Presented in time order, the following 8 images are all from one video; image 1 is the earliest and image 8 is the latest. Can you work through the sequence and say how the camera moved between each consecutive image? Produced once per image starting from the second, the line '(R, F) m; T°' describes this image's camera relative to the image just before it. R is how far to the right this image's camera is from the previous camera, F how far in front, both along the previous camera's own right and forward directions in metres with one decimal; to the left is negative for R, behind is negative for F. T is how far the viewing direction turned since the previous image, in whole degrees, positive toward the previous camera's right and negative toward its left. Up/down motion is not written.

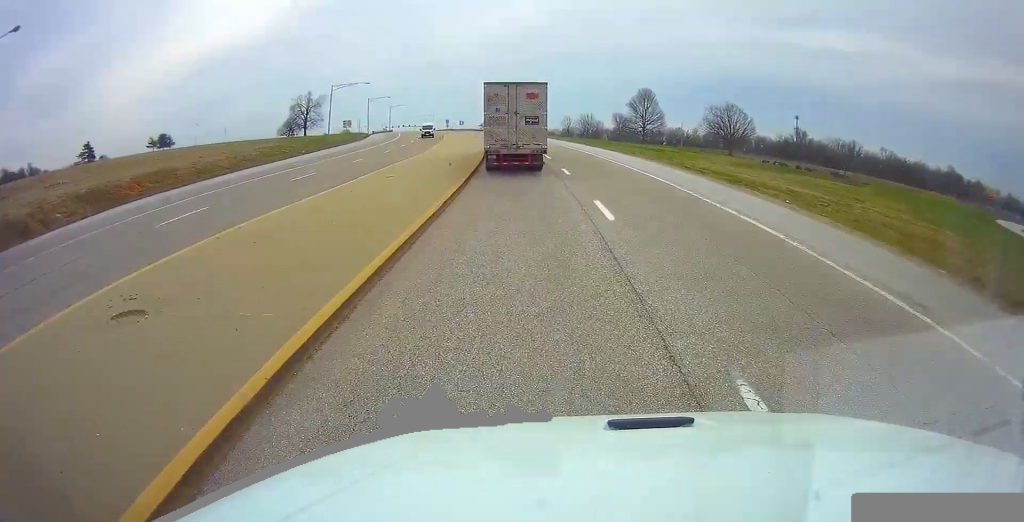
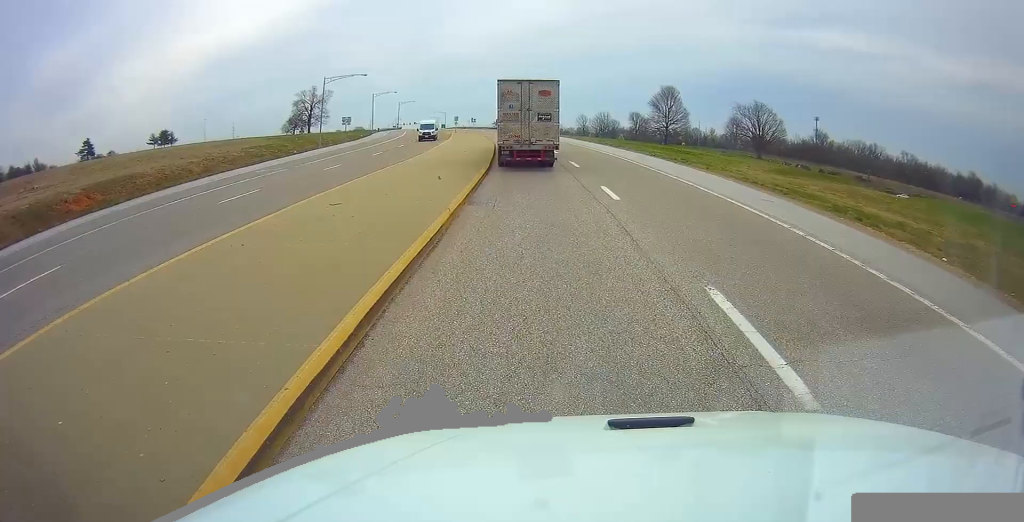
(0.0, +10.2) m; 0°
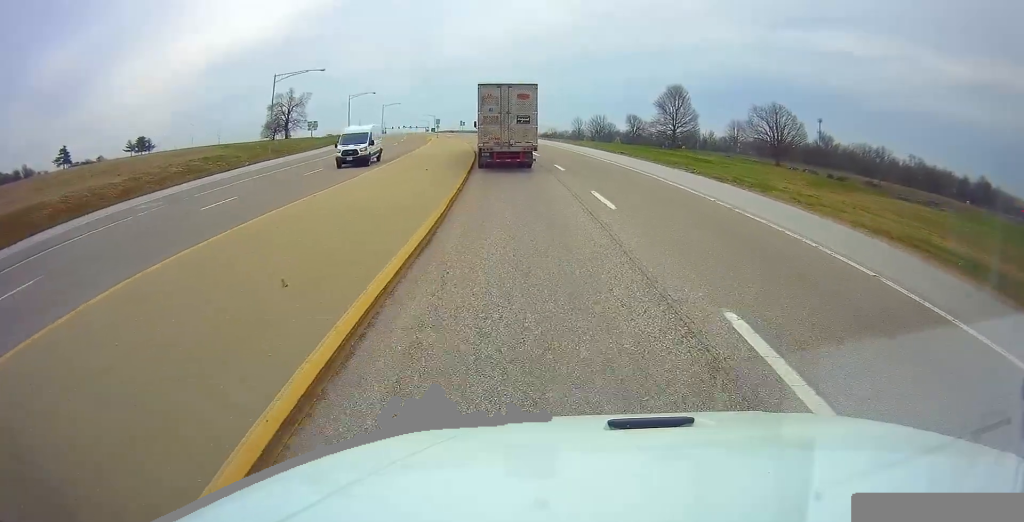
(0.0, +14.6) m; 0°
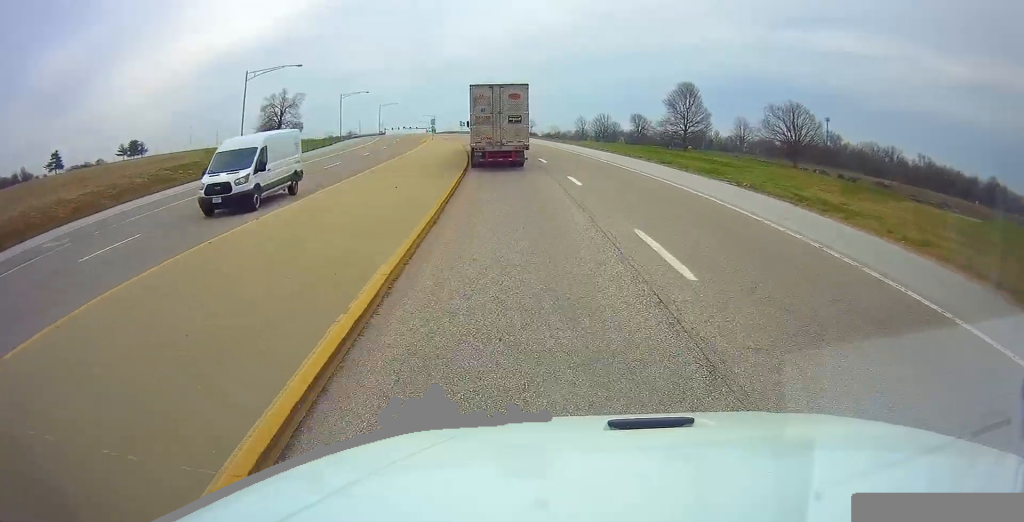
(0.0, +7.6) m; 0°
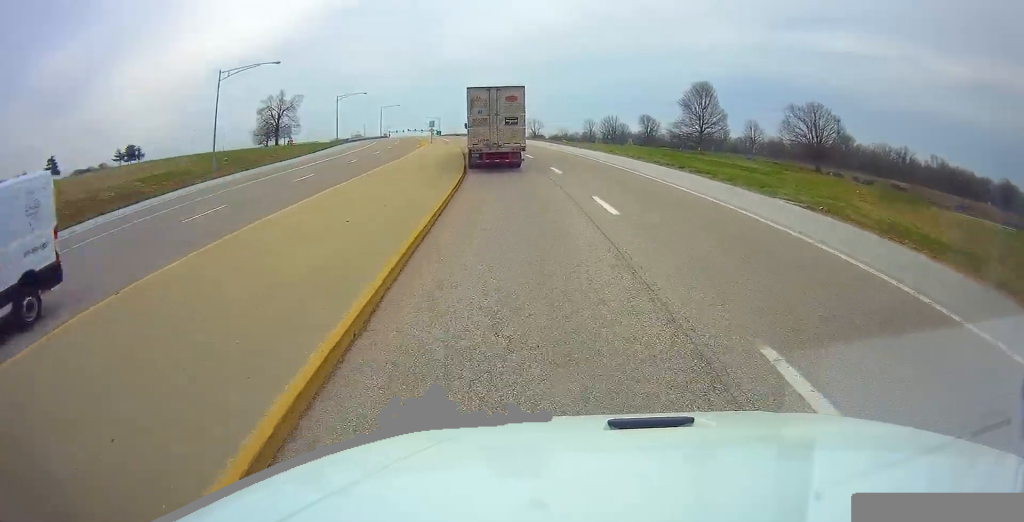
(-0.1, +7.0) m; -1°
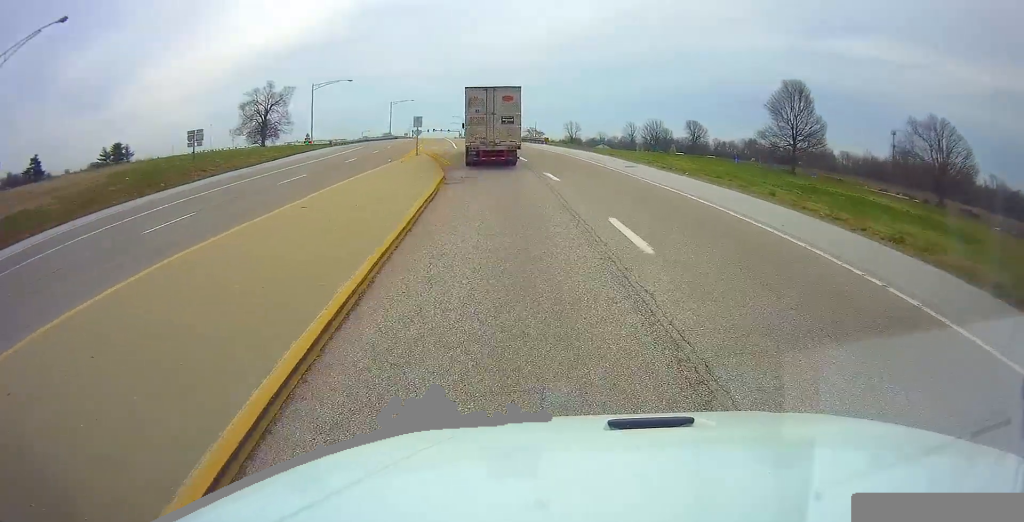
(-1.6, +30.0) m; -6°
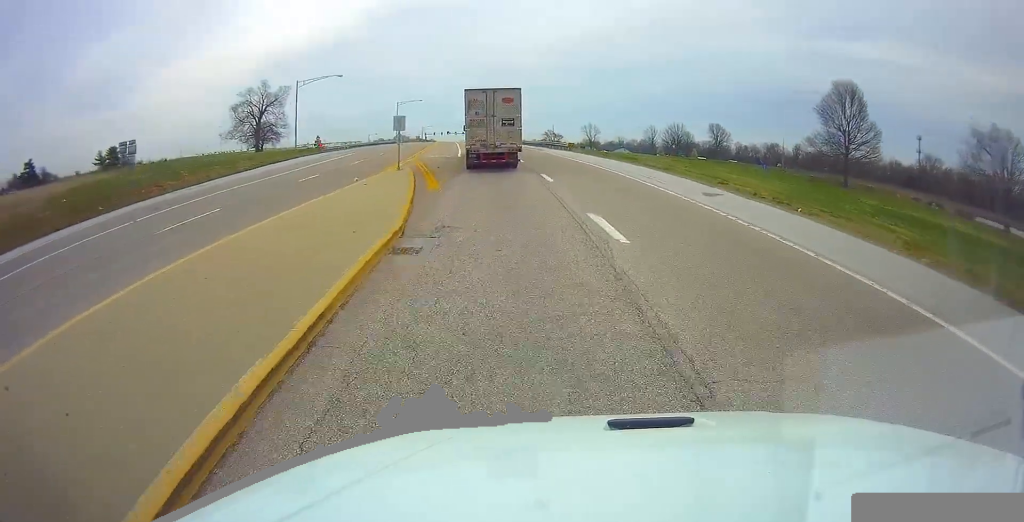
(-0.2, +11.8) m; -1°
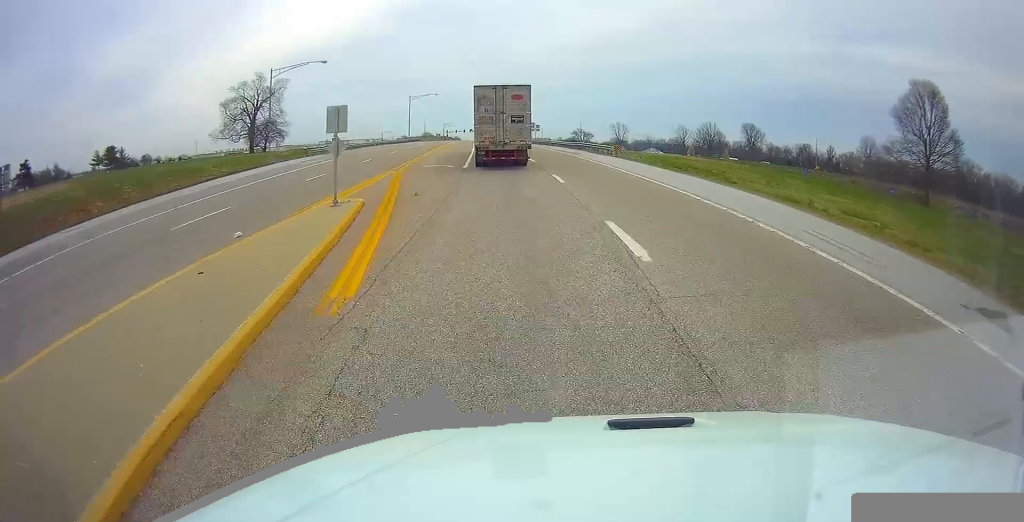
(0.0, +14.2) m; -1°
